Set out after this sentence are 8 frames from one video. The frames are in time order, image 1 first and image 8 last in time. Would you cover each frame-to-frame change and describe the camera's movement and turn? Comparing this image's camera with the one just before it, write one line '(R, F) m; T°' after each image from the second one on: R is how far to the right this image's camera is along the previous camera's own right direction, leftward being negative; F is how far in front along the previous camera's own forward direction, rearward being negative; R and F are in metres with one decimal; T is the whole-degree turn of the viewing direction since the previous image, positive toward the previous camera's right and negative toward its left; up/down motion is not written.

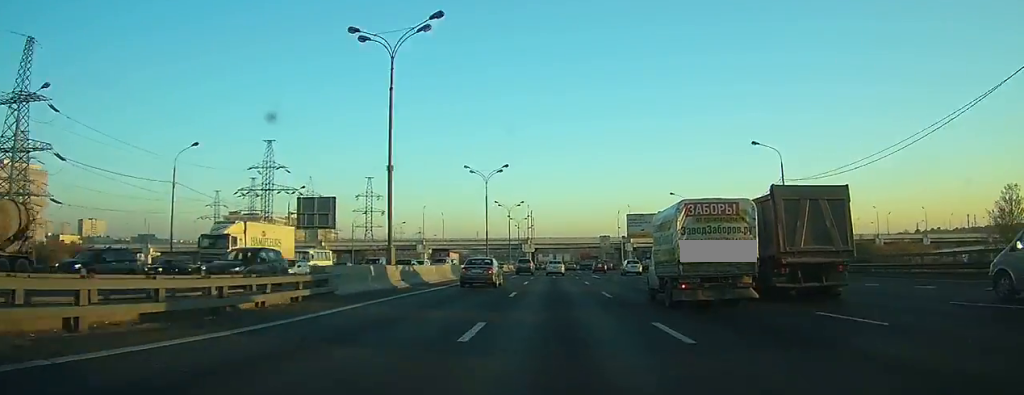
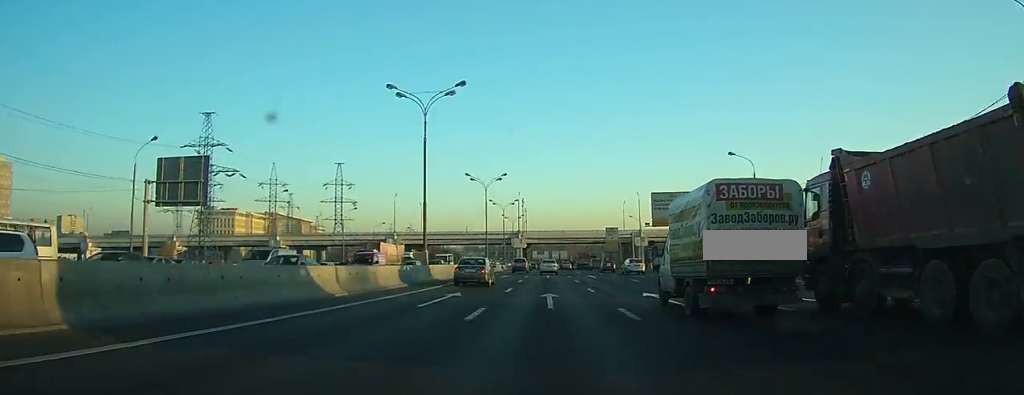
(0.0, +29.9) m; 0°
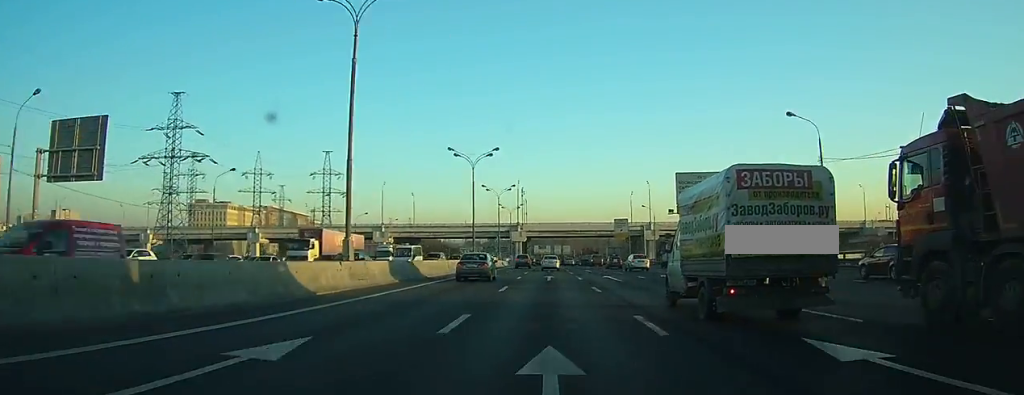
(0.0, +13.2) m; 0°
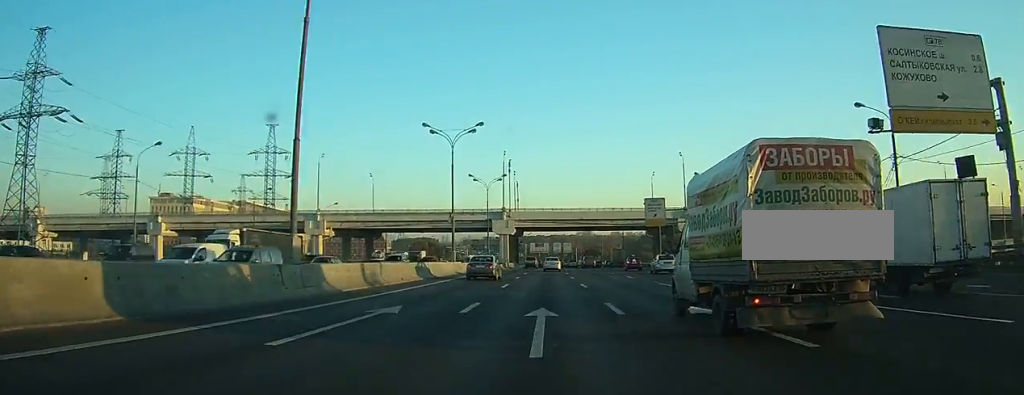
(-0.2, +40.3) m; 0°
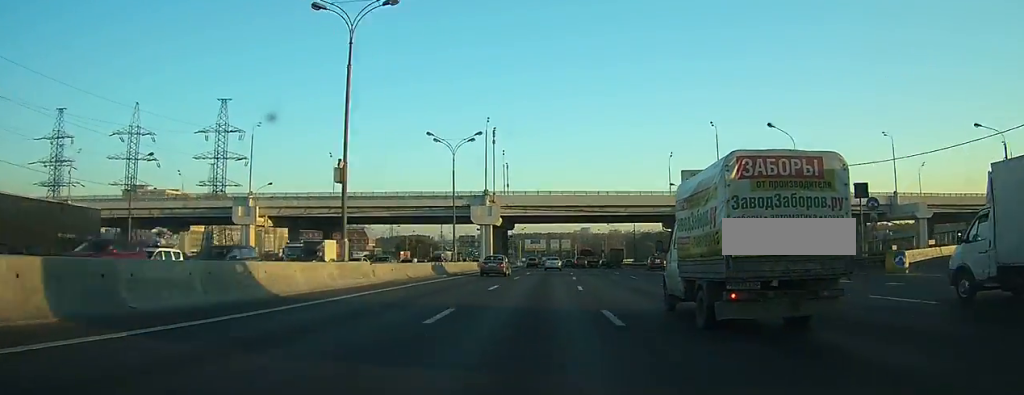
(0.0, +26.6) m; 0°
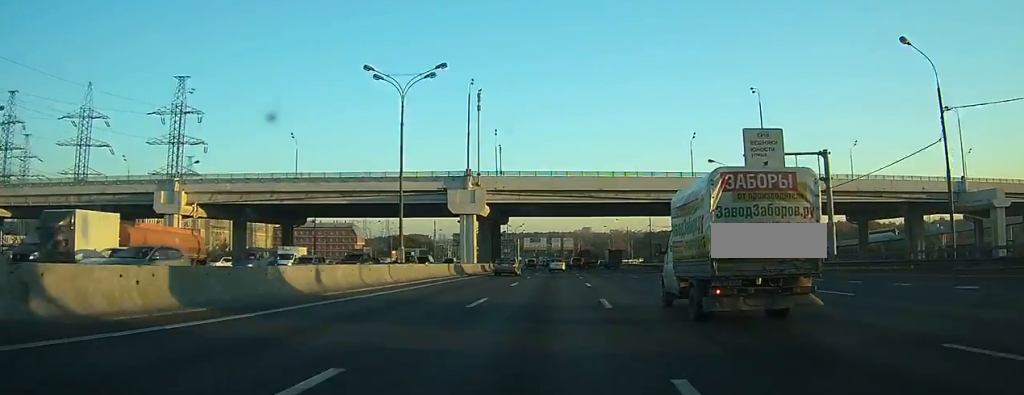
(0.0, +20.5) m; 0°
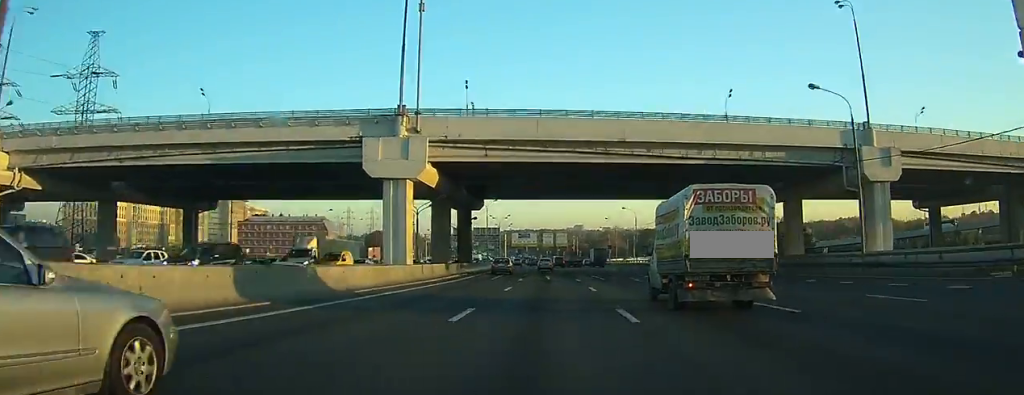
(+0.2, +29.7) m; 0°
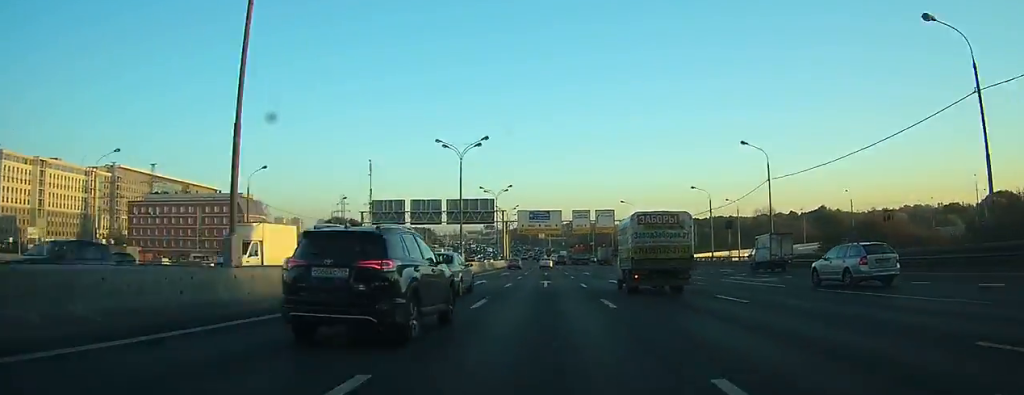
(-0.4, +95.2) m; -1°
